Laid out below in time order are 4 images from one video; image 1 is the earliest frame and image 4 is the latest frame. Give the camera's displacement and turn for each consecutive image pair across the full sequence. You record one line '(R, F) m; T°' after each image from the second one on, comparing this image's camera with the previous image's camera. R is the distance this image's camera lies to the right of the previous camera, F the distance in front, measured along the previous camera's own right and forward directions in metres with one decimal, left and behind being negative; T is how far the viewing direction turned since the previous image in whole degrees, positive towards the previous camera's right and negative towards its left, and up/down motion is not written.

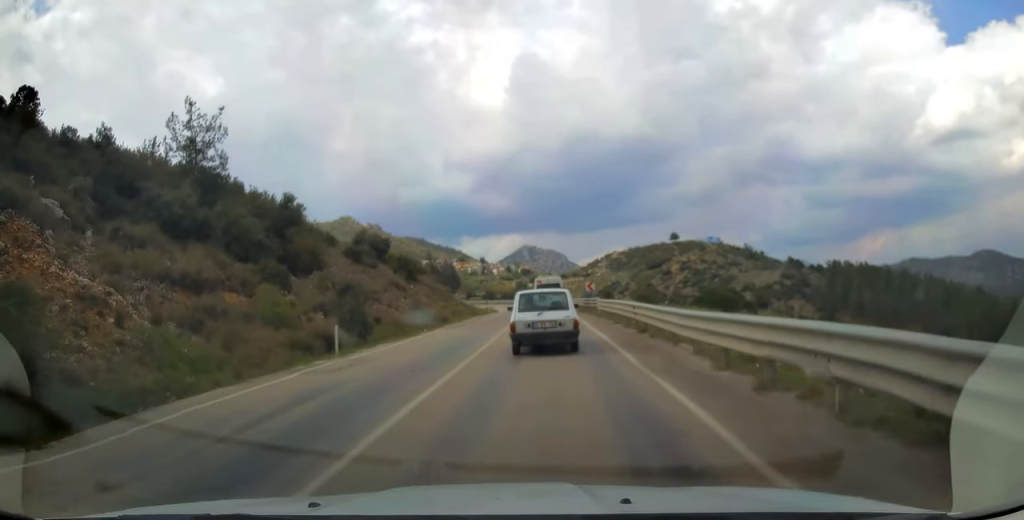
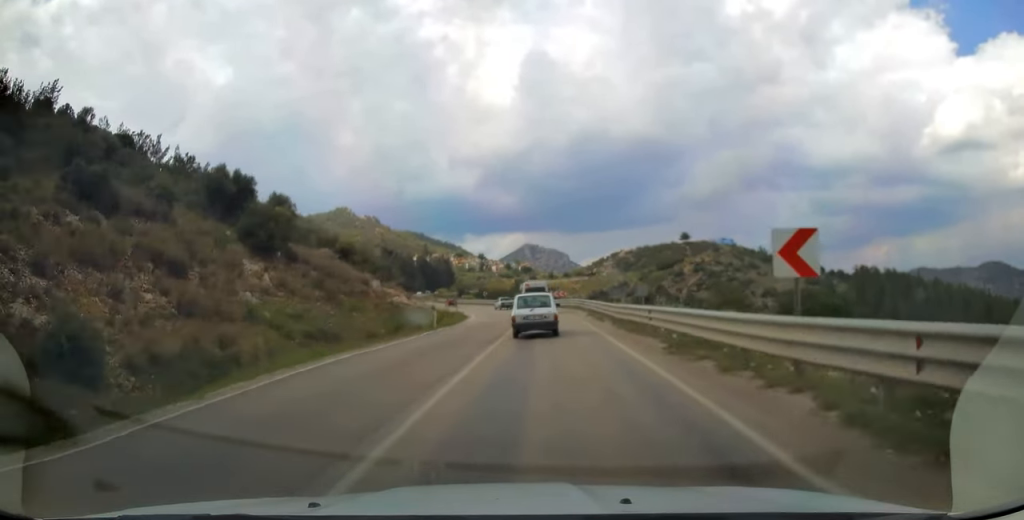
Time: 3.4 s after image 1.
(-0.2, +32.3) m; 0°
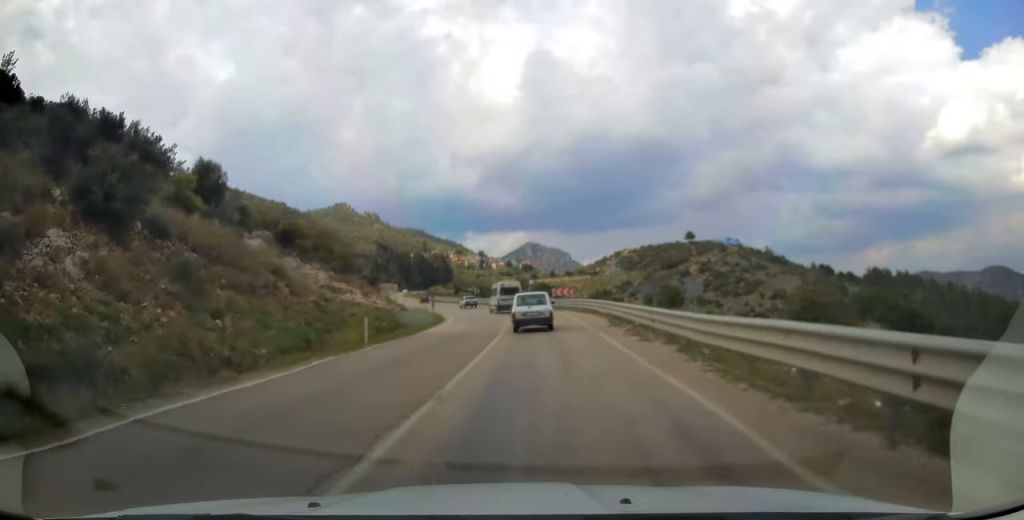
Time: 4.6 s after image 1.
(0.0, +12.4) m; -1°
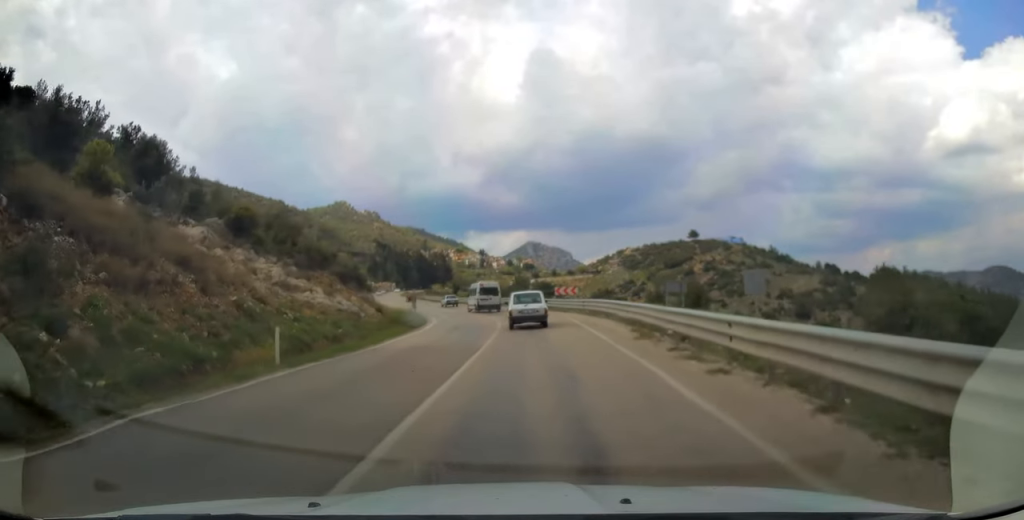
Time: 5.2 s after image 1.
(-0.1, +6.9) m; -1°
